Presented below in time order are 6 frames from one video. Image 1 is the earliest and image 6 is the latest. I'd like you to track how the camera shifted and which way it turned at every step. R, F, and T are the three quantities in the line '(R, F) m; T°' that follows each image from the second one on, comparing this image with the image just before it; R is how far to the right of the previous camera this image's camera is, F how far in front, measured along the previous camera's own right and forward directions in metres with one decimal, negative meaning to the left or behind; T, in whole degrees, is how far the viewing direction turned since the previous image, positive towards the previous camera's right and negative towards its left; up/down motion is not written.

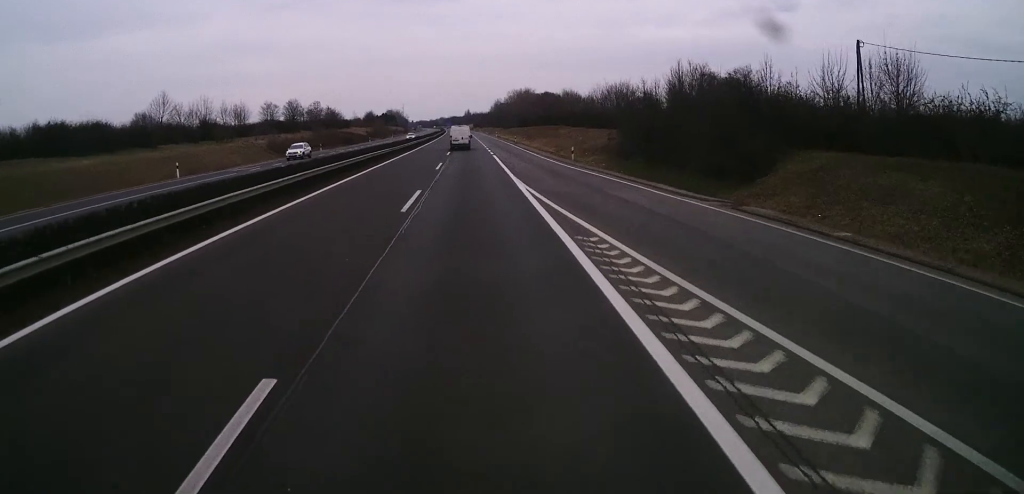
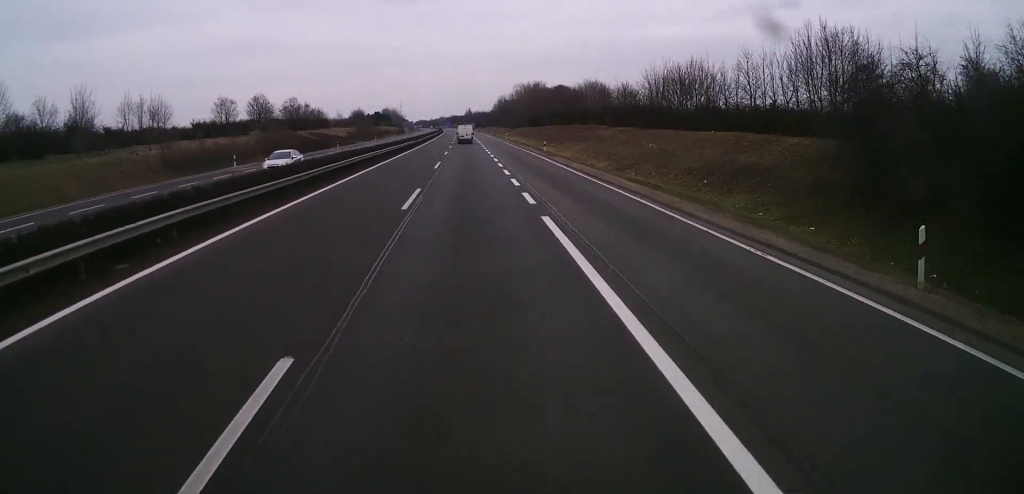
(+0.2, +35.4) m; 0°
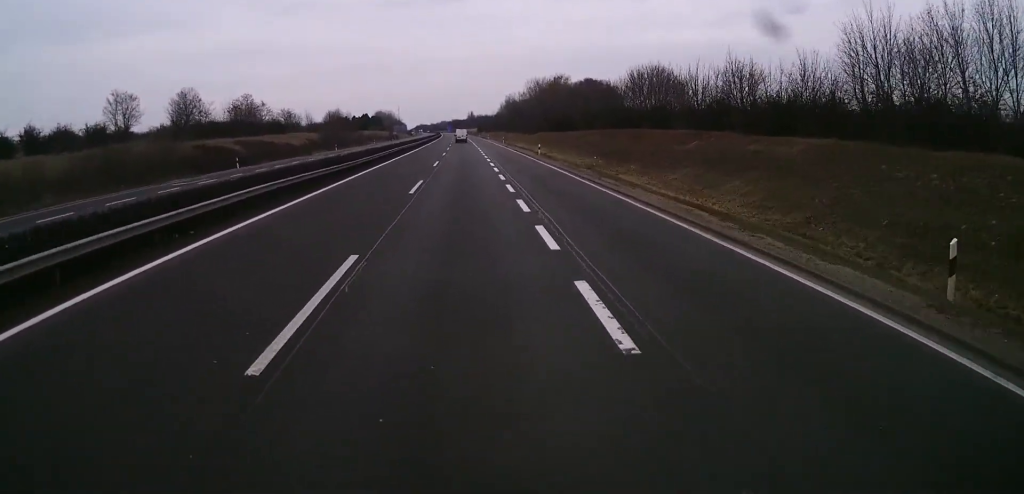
(-0.7, +48.4) m; -1°
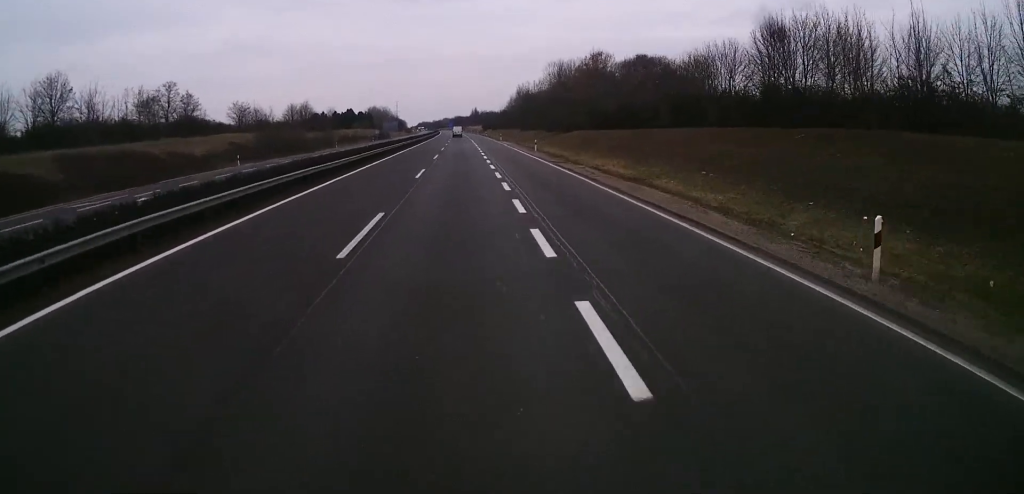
(+0.8, +48.5) m; +1°
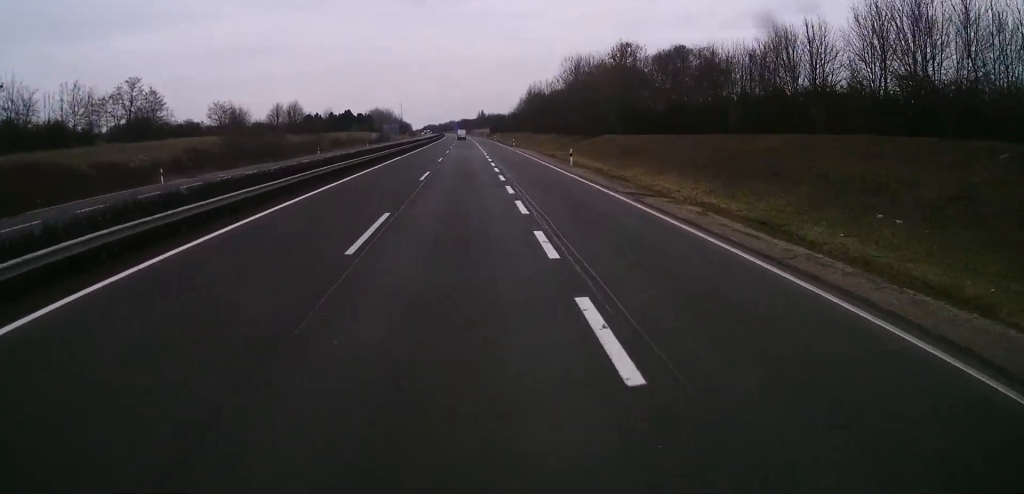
(-0.1, +17.7) m; -1°
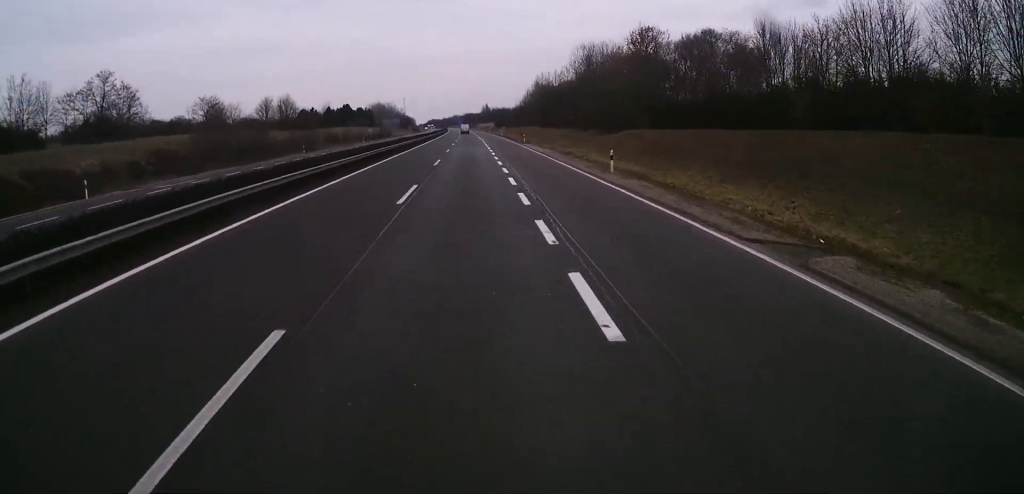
(0.0, +10.8) m; -1°
